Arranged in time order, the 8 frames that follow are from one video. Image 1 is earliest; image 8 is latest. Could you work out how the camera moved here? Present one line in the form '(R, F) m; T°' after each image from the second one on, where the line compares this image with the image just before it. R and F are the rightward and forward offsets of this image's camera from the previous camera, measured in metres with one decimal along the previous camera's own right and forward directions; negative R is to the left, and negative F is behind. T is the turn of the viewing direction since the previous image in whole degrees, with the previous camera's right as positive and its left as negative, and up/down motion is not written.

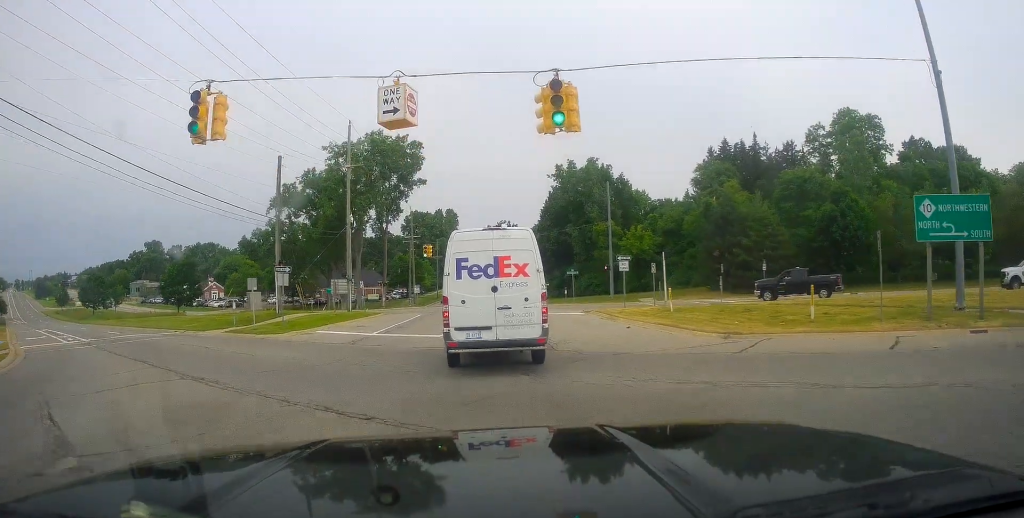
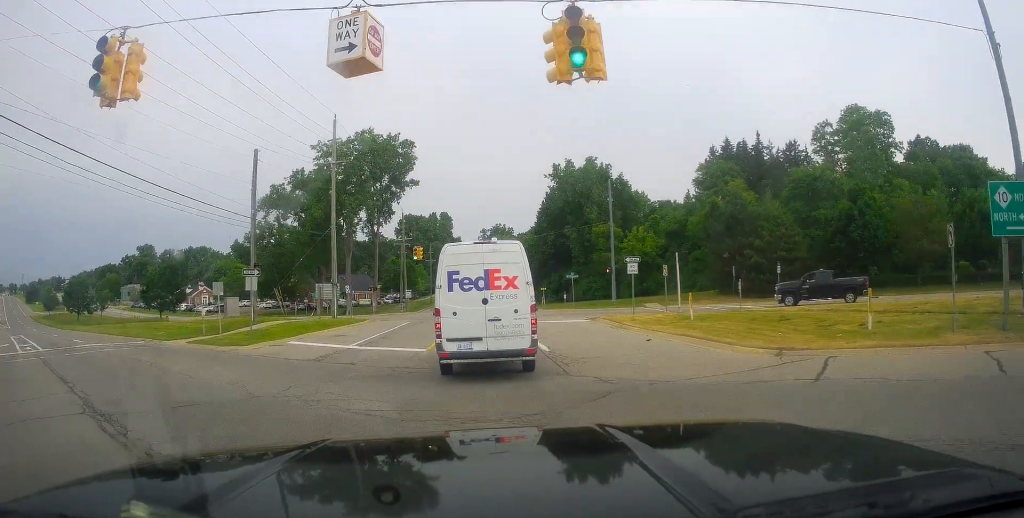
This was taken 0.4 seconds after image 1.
(0.0, +3.6) m; 0°
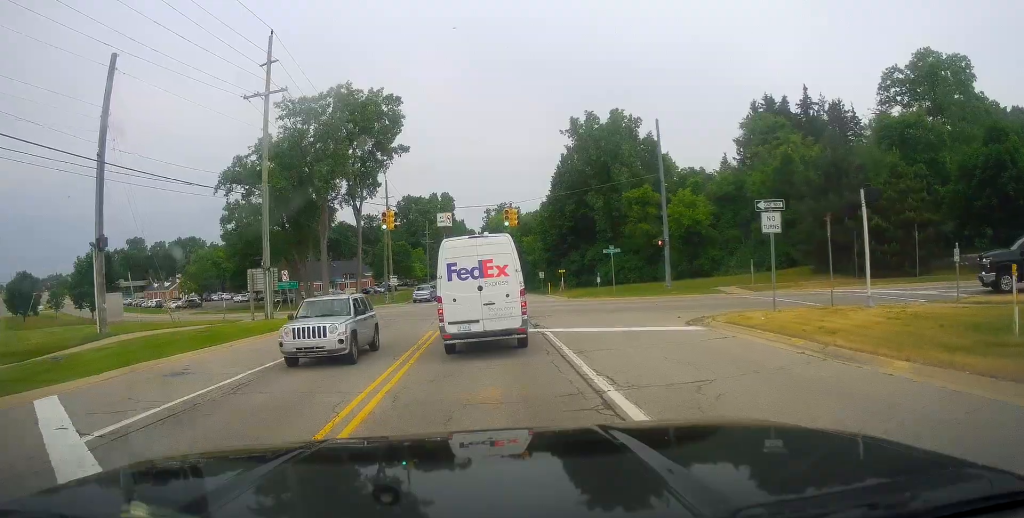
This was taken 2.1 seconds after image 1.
(-0.2, +16.4) m; -2°
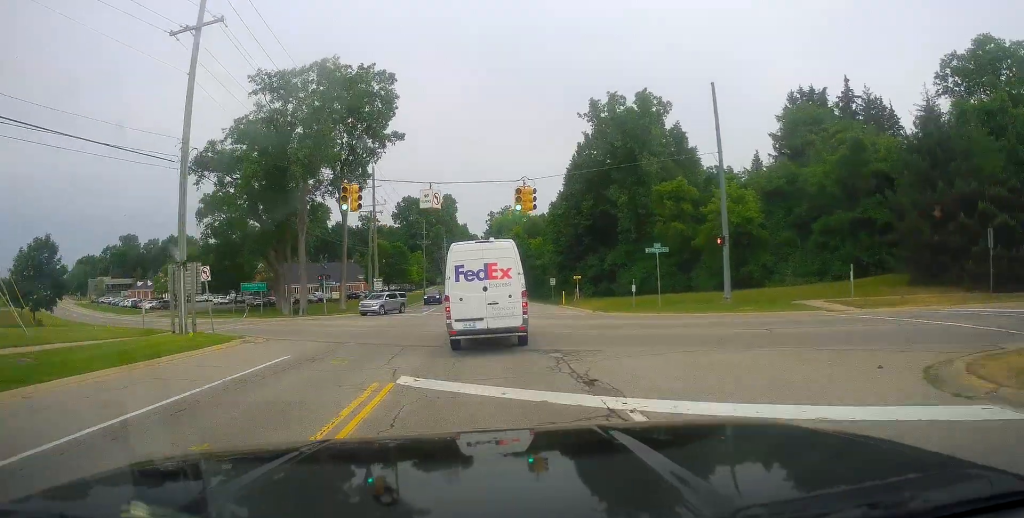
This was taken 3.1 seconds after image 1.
(-0.2, +10.4) m; +1°
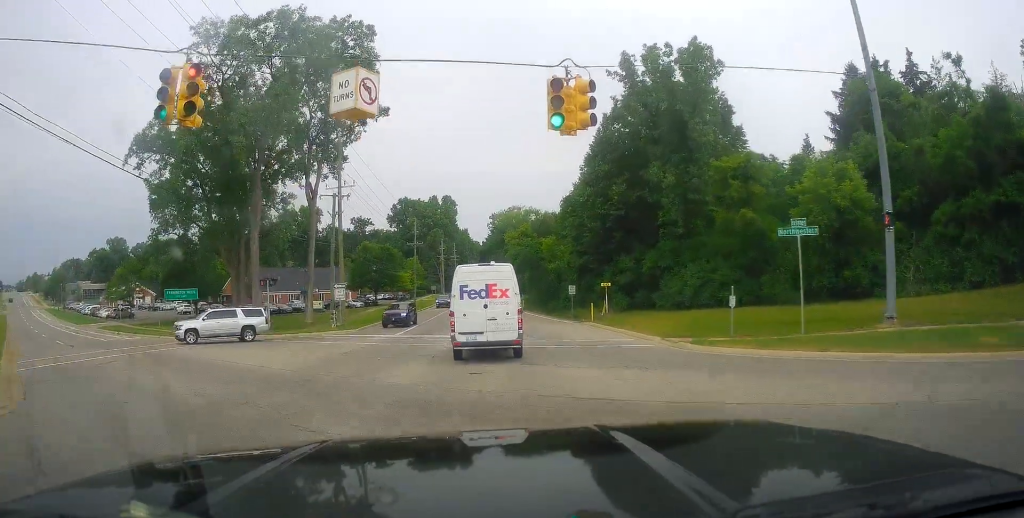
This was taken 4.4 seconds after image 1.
(+0.4, +15.1) m; 0°
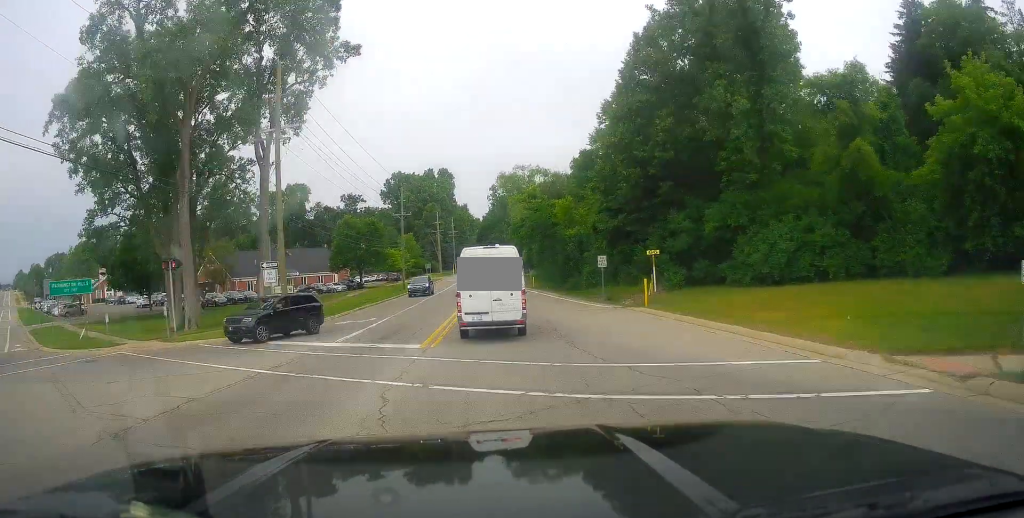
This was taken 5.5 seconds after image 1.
(-0.5, +13.2) m; -2°
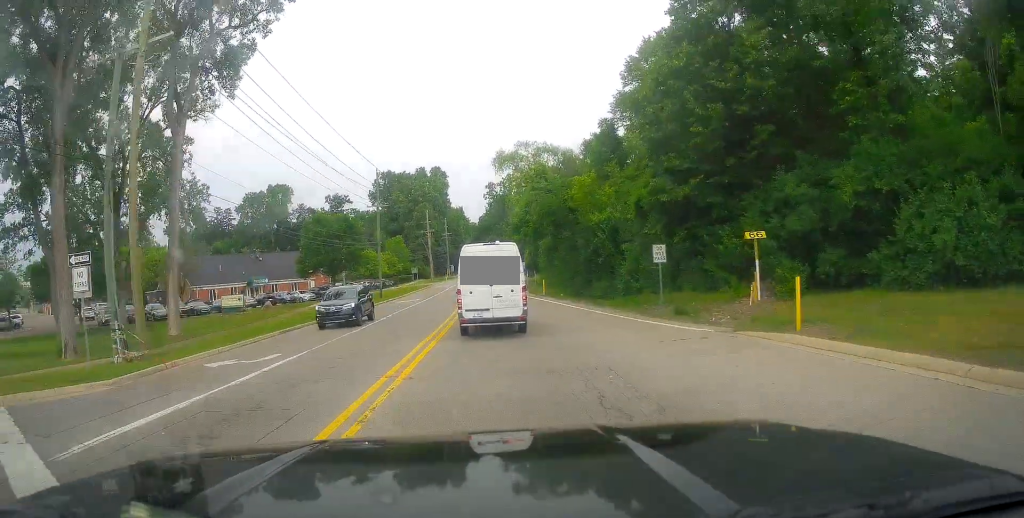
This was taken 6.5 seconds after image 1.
(+0.3, +13.5) m; +3°
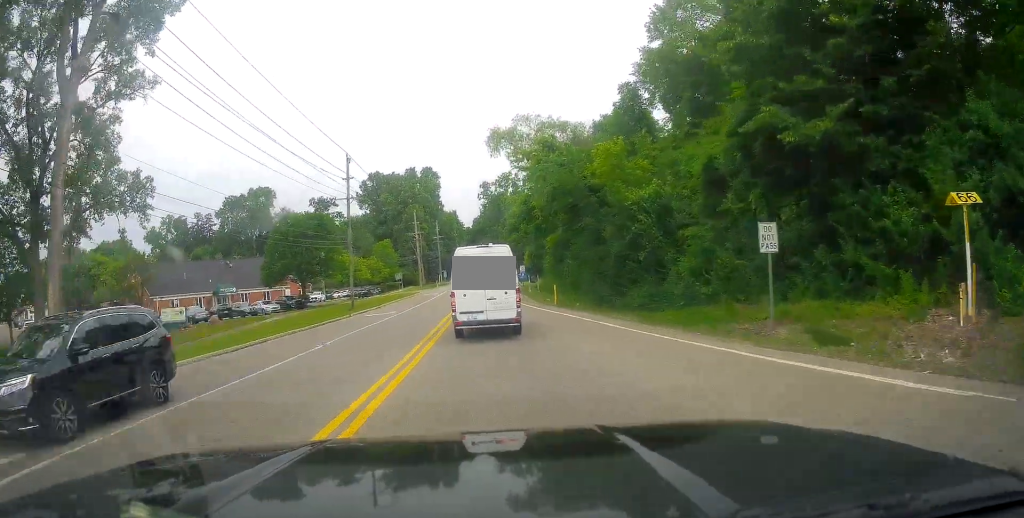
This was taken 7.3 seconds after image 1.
(+0.2, +10.7) m; 0°
